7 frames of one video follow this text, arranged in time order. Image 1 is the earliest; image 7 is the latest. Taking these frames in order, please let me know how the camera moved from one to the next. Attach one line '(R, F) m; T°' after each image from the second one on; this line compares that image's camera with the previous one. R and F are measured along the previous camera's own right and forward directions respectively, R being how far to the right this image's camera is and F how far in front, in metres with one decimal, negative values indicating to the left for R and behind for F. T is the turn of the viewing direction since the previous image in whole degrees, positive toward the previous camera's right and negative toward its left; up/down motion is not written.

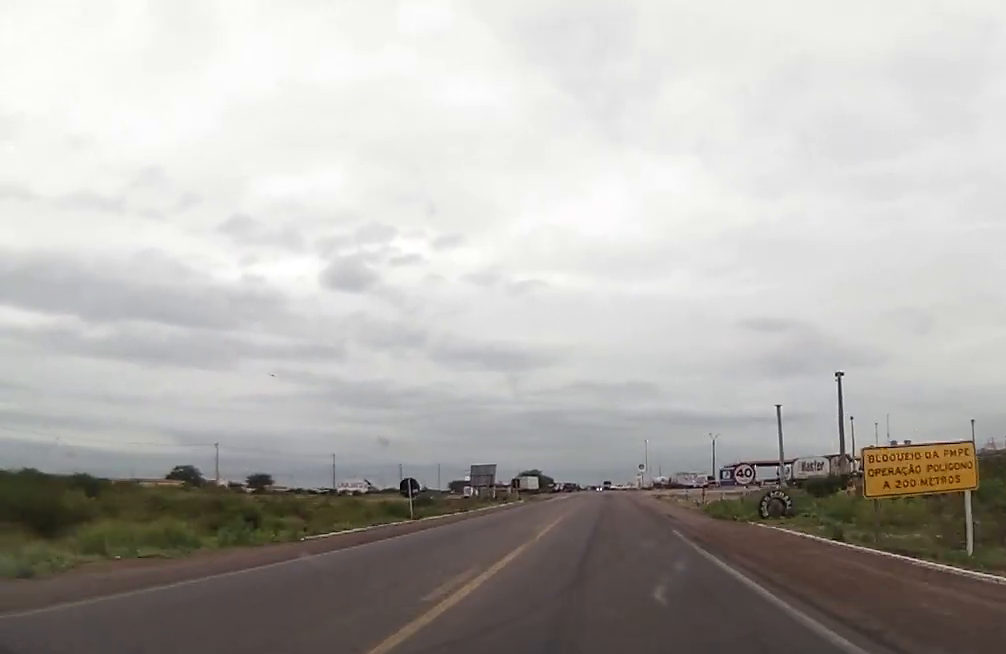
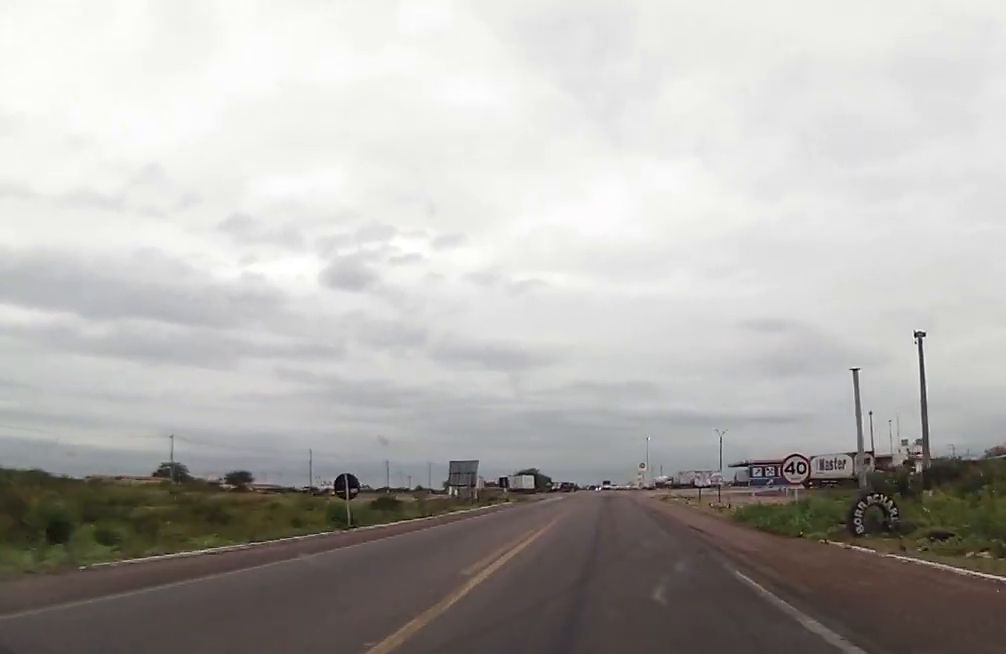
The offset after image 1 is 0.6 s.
(+0.5, +10.4) m; 0°
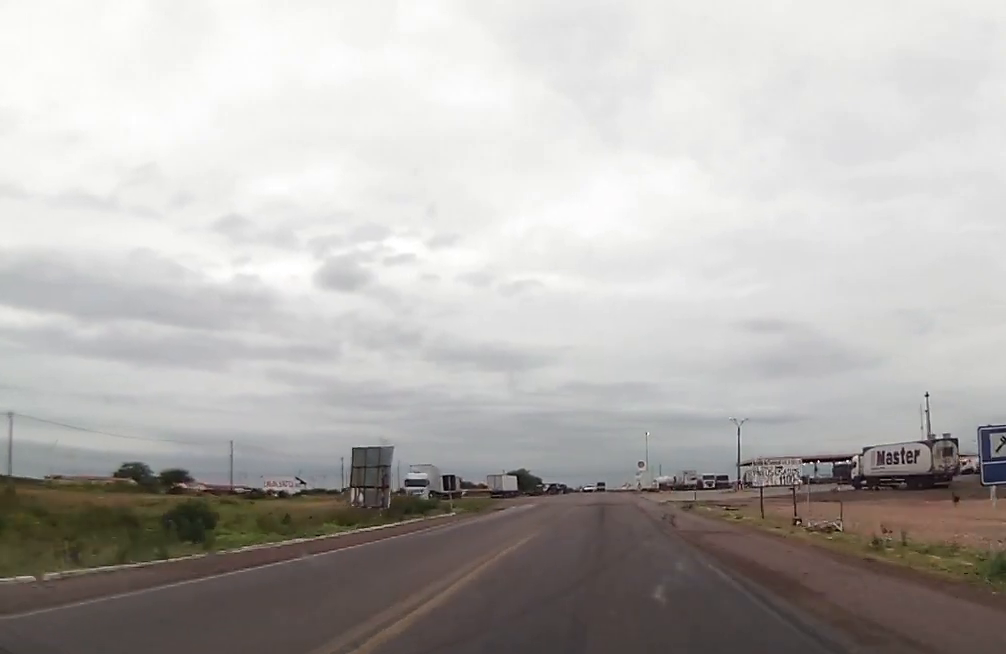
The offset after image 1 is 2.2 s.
(-0.6, +27.9) m; -1°
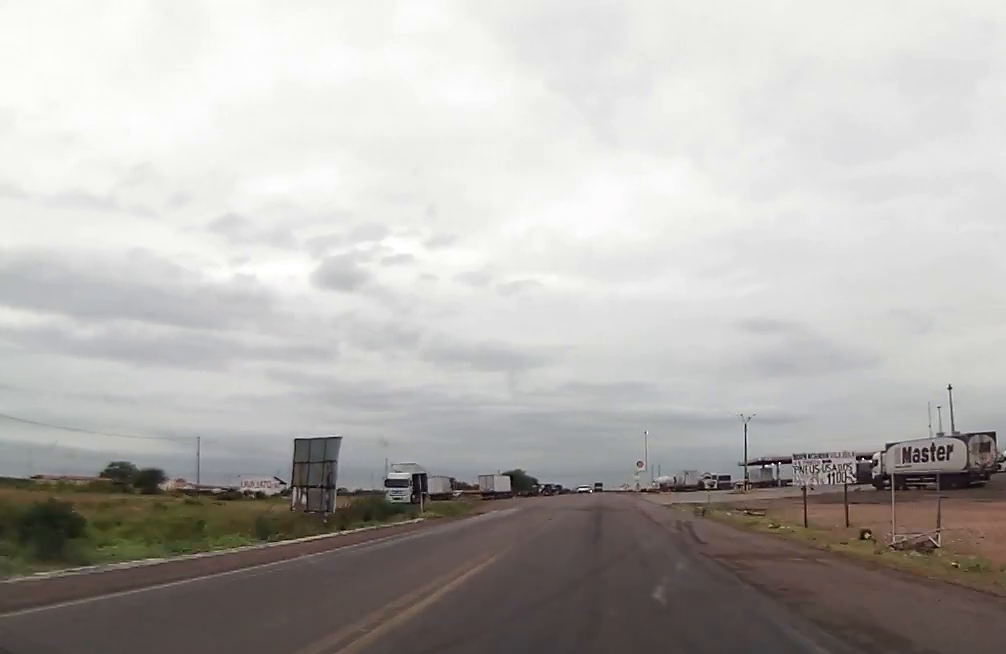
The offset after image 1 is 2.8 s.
(+0.3, +8.6) m; +1°
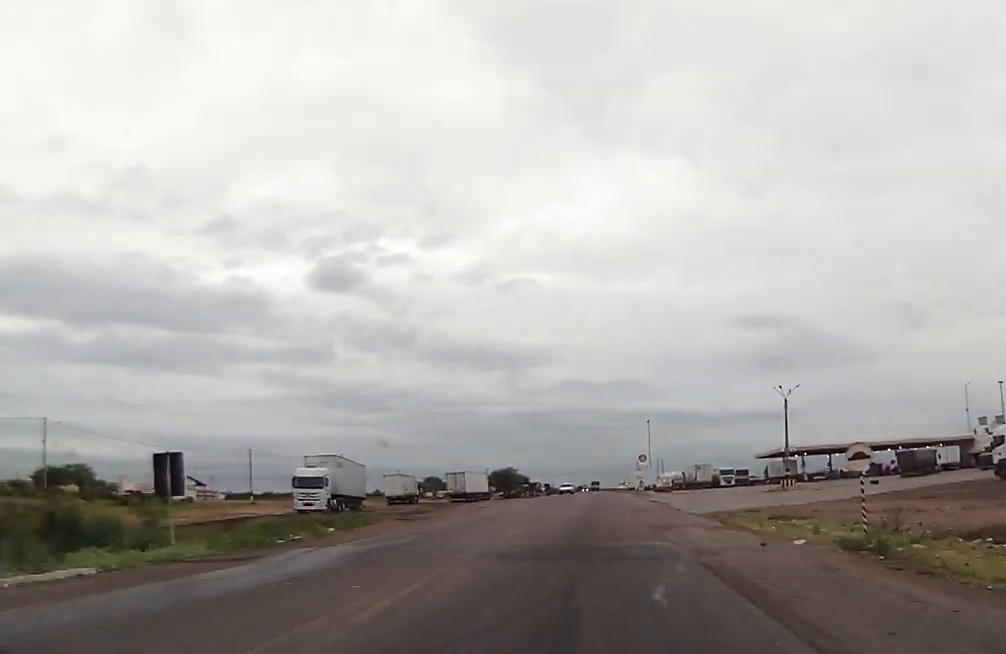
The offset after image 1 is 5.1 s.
(+0.1, +30.4) m; -2°
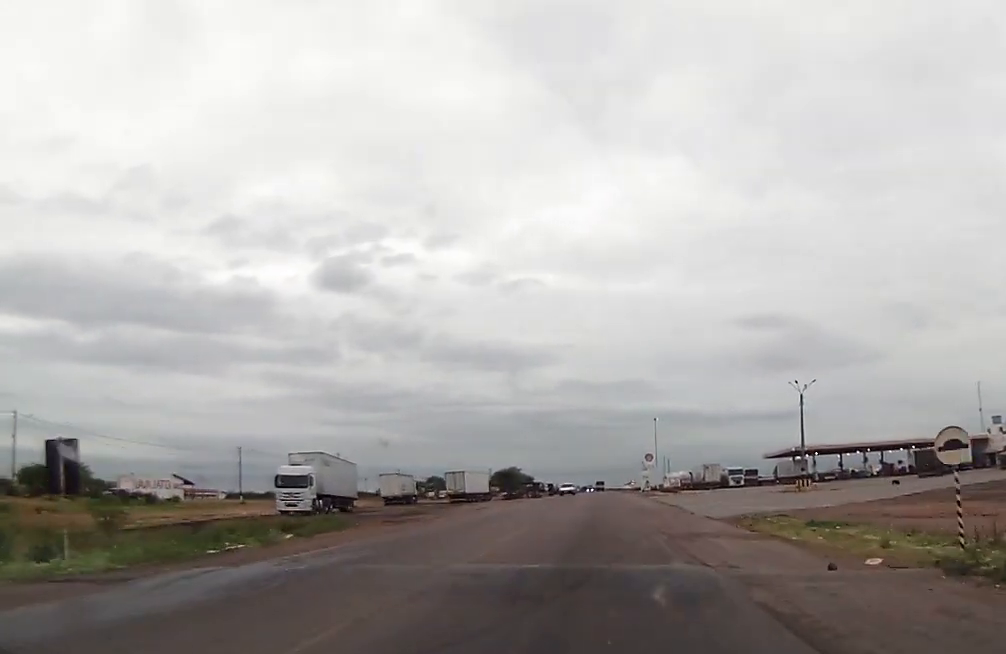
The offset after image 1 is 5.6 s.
(-0.2, +5.6) m; 0°
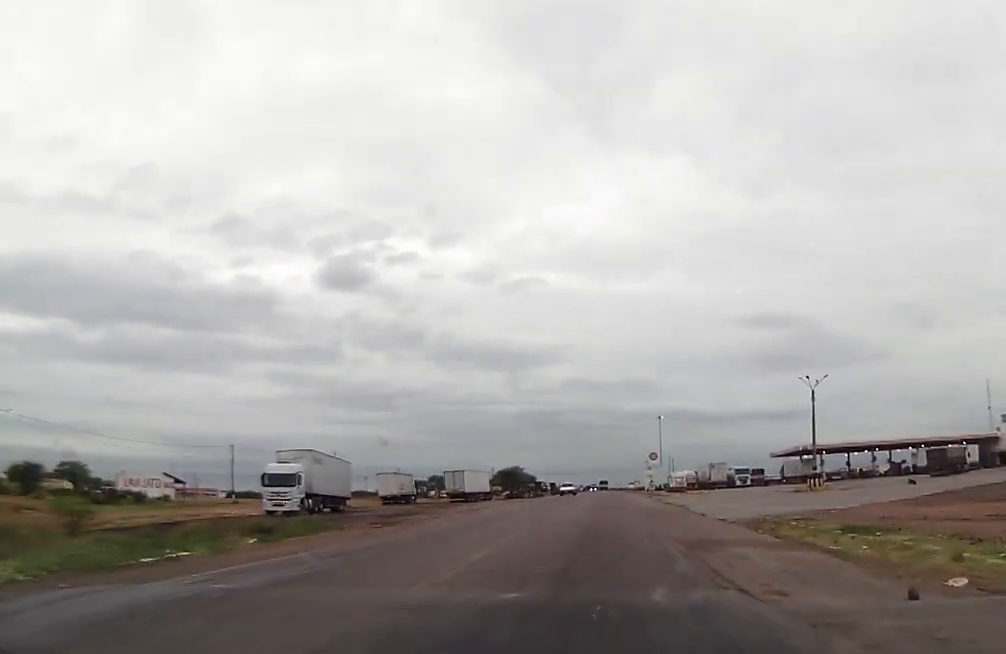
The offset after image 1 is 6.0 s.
(-0.1, +4.5) m; 0°
